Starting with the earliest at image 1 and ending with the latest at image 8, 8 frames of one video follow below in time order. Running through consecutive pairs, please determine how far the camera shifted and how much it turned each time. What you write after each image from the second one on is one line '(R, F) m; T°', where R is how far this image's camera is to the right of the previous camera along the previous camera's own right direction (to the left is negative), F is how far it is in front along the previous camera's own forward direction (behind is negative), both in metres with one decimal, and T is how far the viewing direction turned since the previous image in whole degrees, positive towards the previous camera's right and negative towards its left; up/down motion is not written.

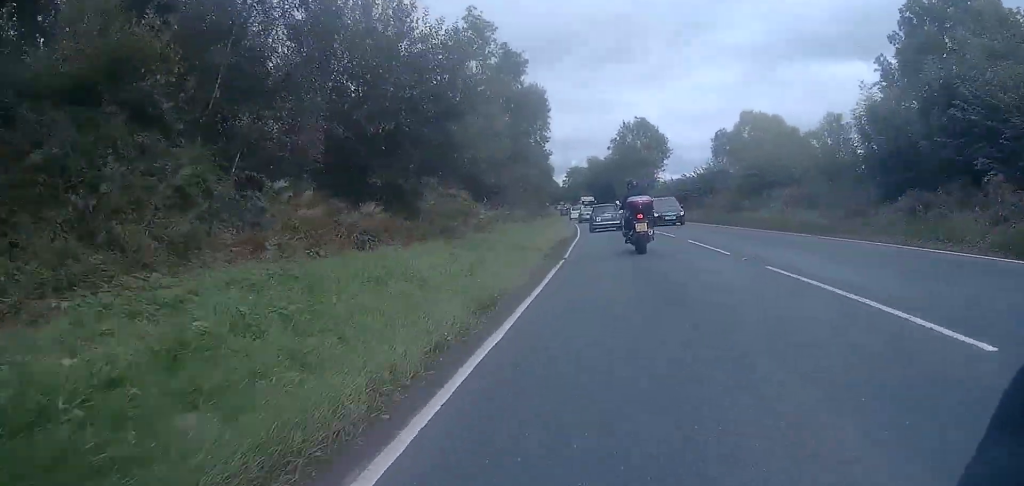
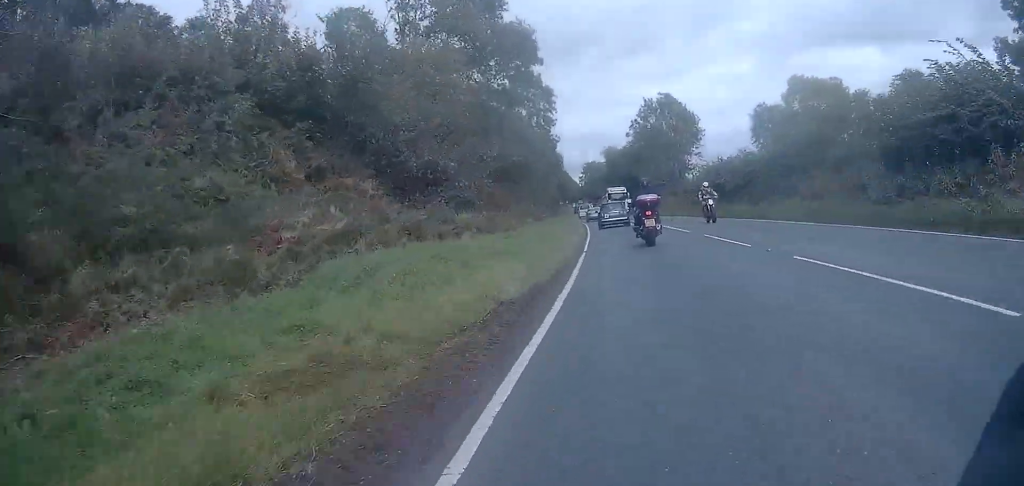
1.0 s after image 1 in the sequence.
(-0.7, +17.6) m; -3°
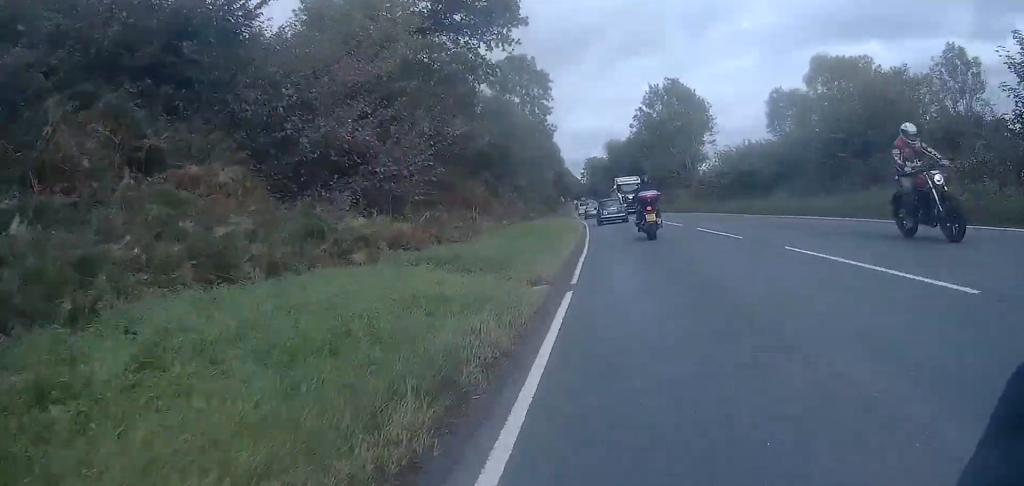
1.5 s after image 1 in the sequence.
(-0.1, +8.1) m; 0°
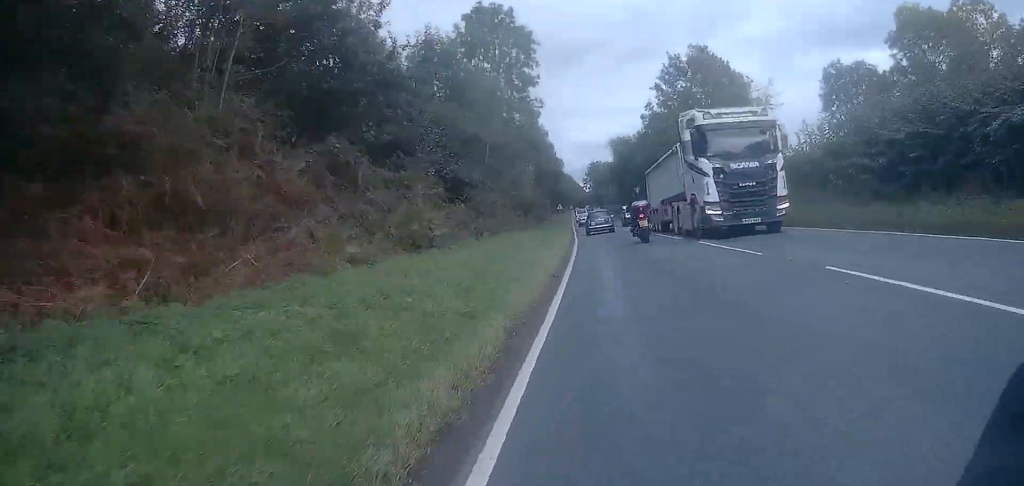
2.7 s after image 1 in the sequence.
(-0.2, +20.6) m; -1°
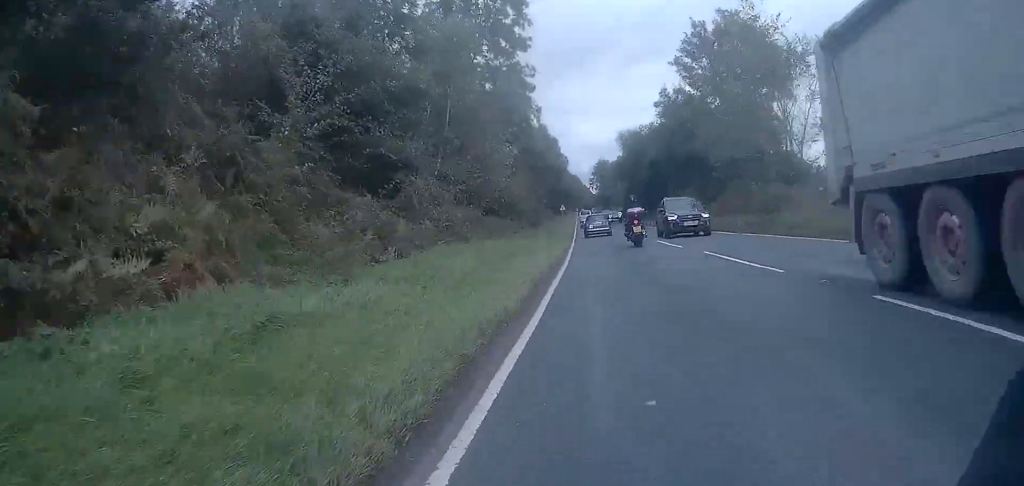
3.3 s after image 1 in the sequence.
(0.0, +10.8) m; 0°
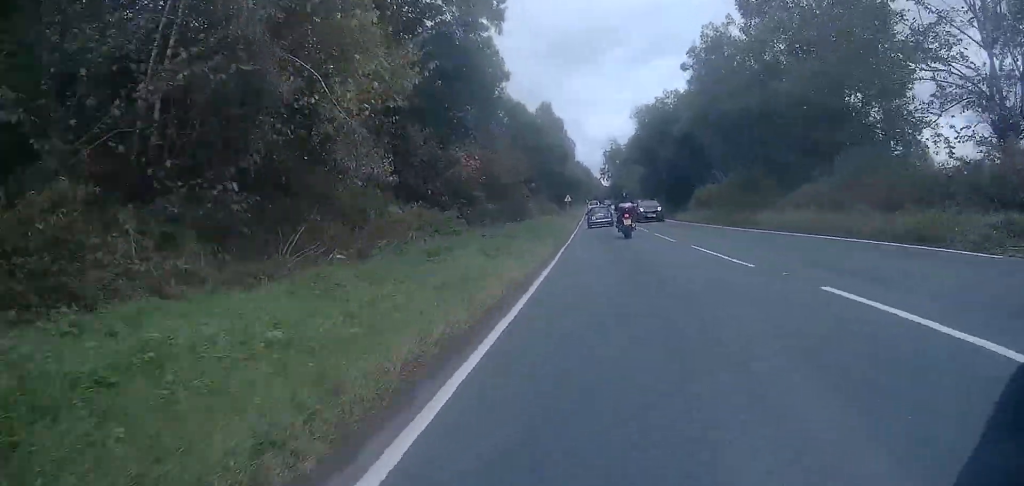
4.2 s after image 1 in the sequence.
(-0.1, +17.0) m; -1°
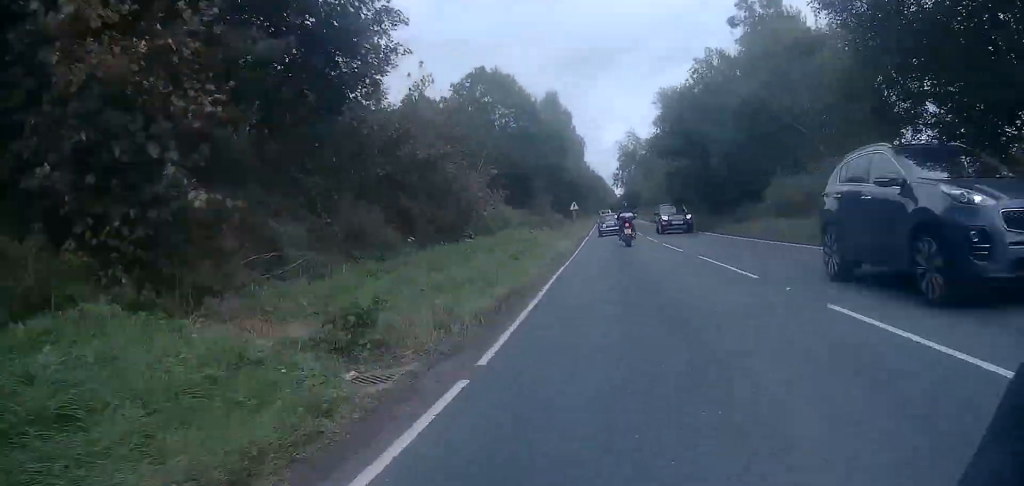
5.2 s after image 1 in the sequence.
(-0.1, +18.2) m; -1°
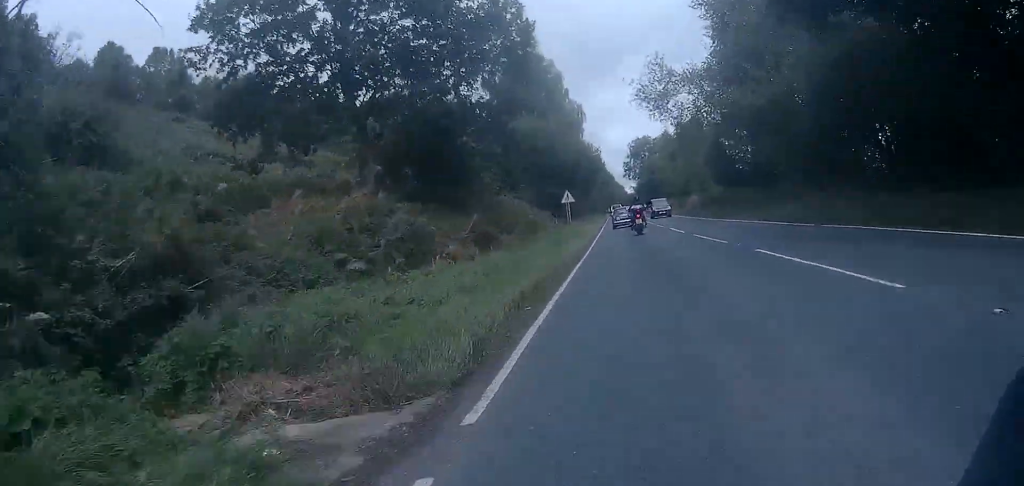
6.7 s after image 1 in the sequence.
(-0.2, +30.3) m; 0°
